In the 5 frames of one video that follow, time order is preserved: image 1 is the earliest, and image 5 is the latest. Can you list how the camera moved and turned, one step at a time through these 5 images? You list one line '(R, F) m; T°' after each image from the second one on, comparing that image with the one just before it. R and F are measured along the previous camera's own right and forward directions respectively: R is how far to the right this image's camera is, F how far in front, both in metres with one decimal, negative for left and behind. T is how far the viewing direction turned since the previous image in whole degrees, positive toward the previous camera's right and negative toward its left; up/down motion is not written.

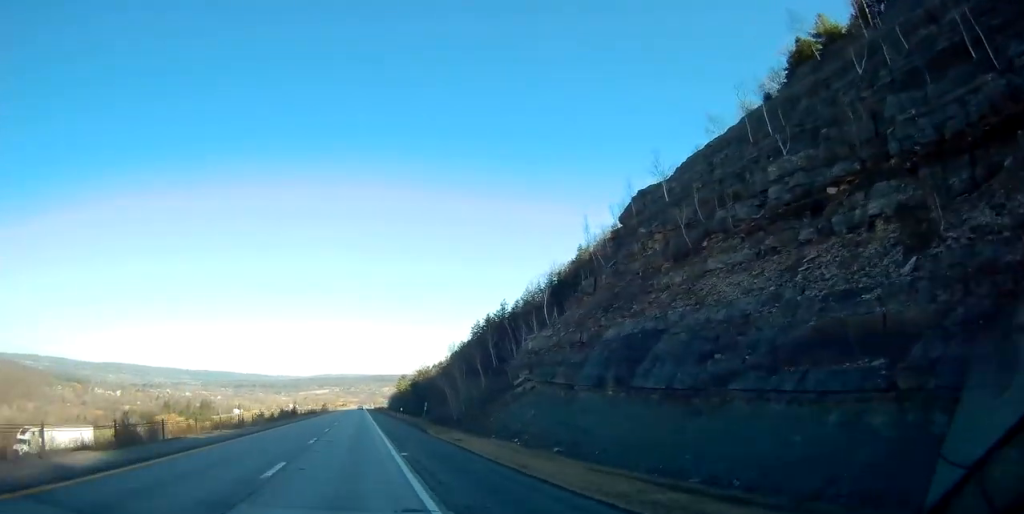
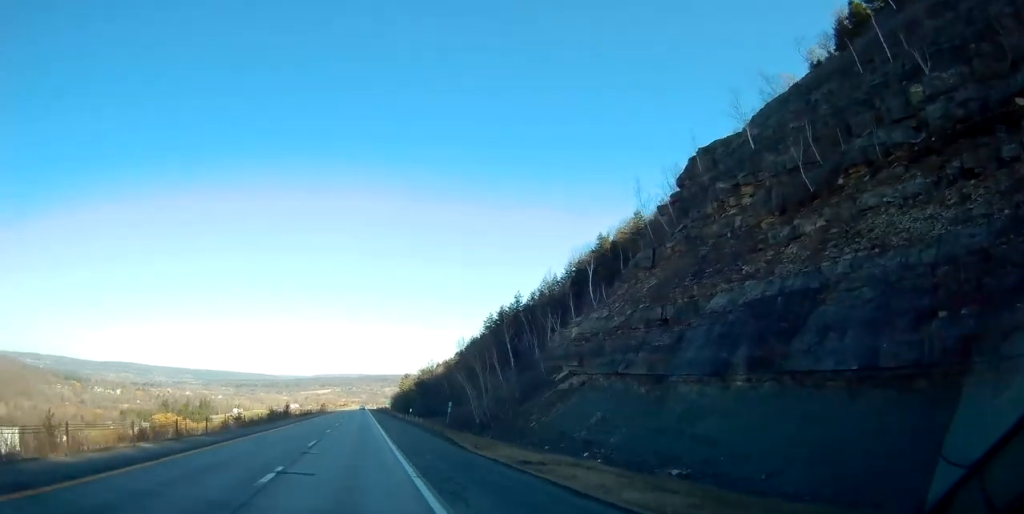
(+0.1, +13.6) m; 0°
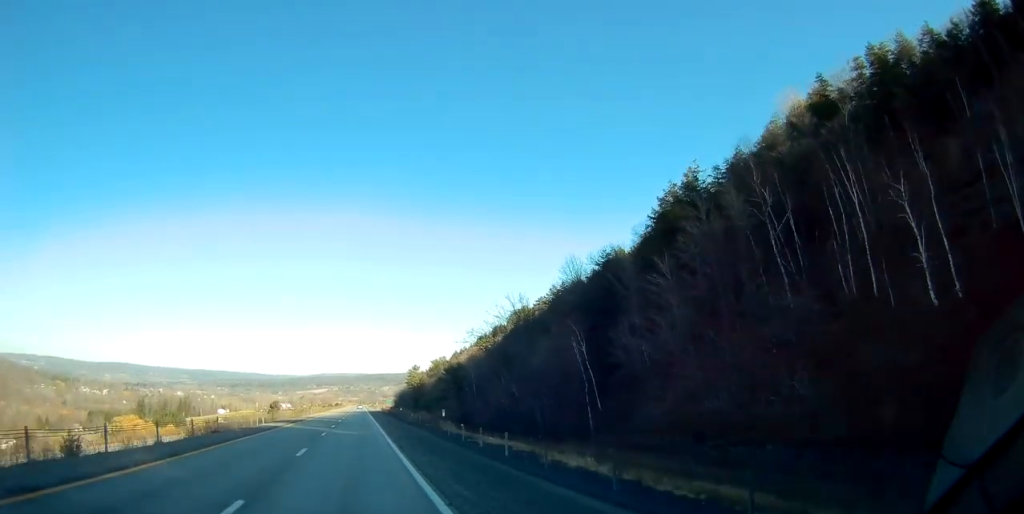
(-0.7, +89.6) m; 0°
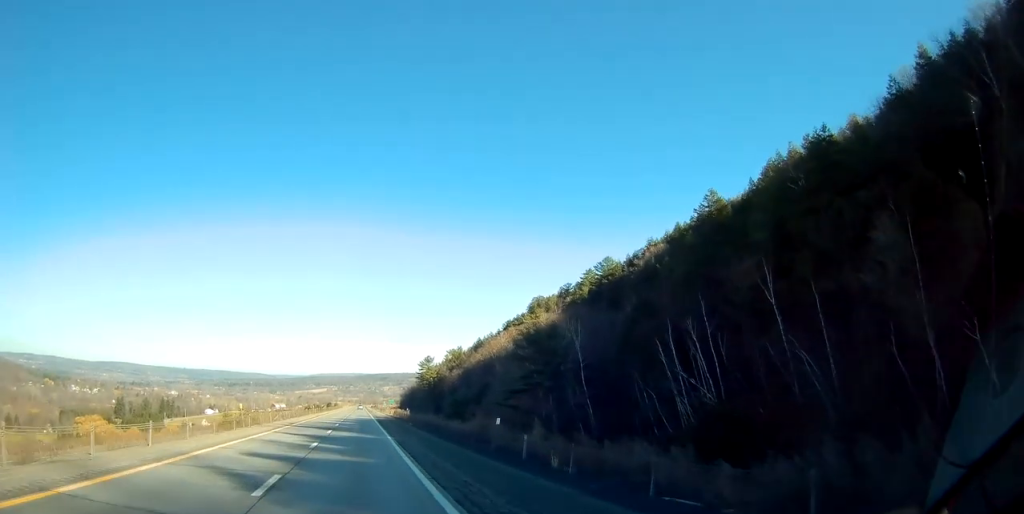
(+0.5, +70.1) m; 0°
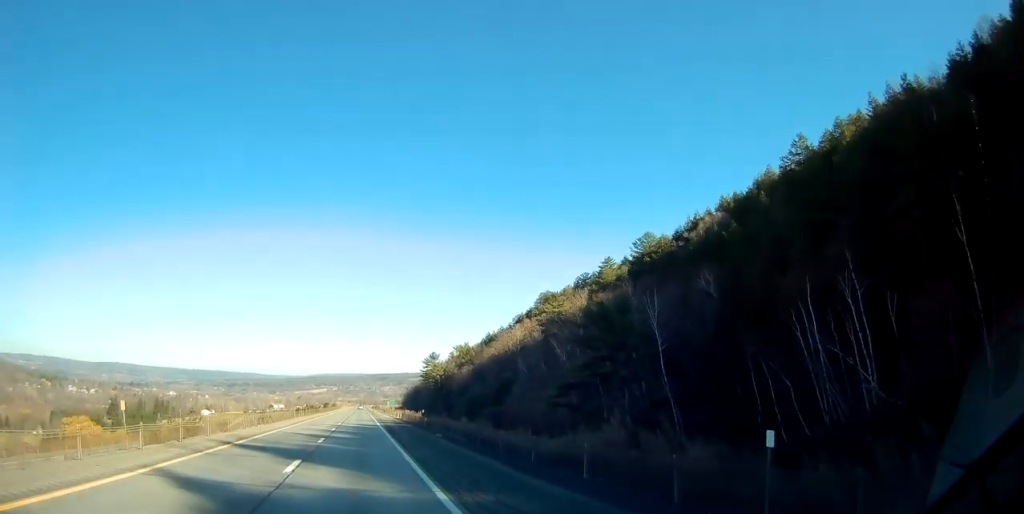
(+0.2, +21.0) m; 0°
